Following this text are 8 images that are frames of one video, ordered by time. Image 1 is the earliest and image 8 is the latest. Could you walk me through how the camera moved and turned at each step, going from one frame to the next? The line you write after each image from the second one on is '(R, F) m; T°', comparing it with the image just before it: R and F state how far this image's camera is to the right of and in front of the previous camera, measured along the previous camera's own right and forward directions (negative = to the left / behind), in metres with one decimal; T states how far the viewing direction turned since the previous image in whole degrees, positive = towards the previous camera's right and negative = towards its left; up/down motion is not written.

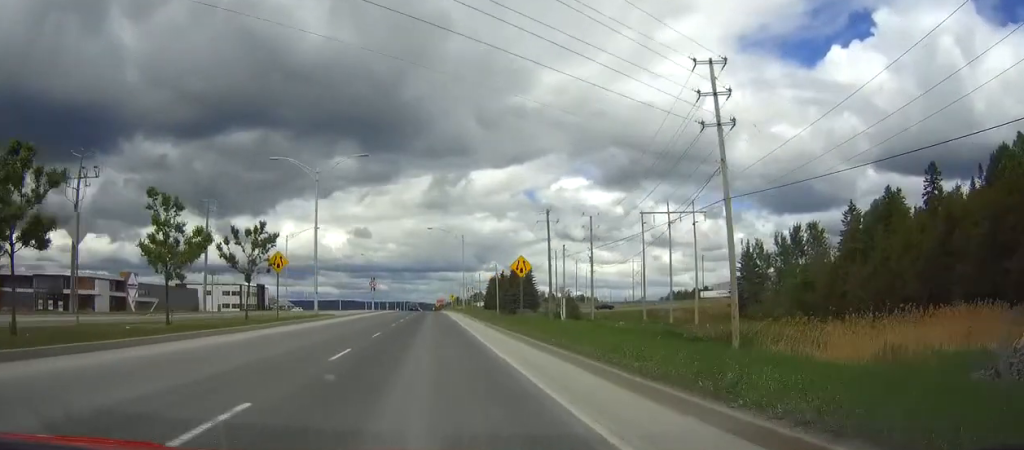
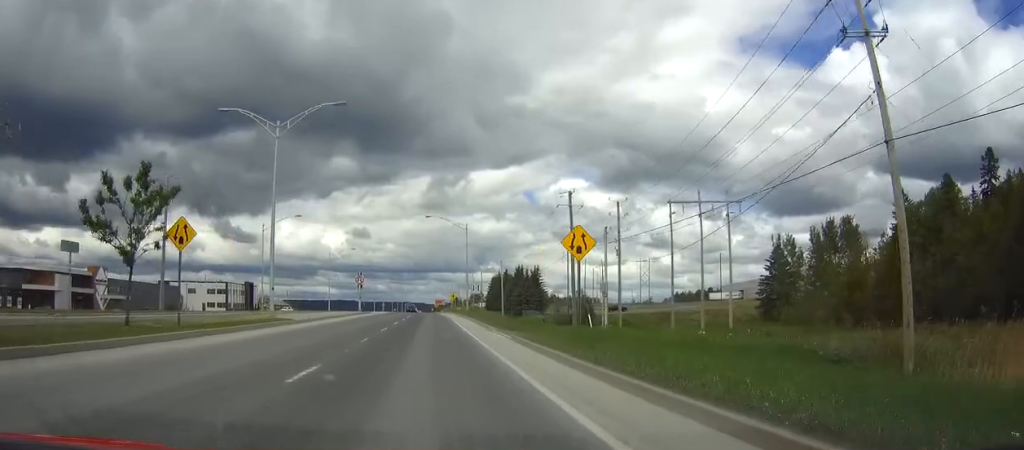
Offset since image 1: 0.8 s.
(0.0, +13.2) m; 0°
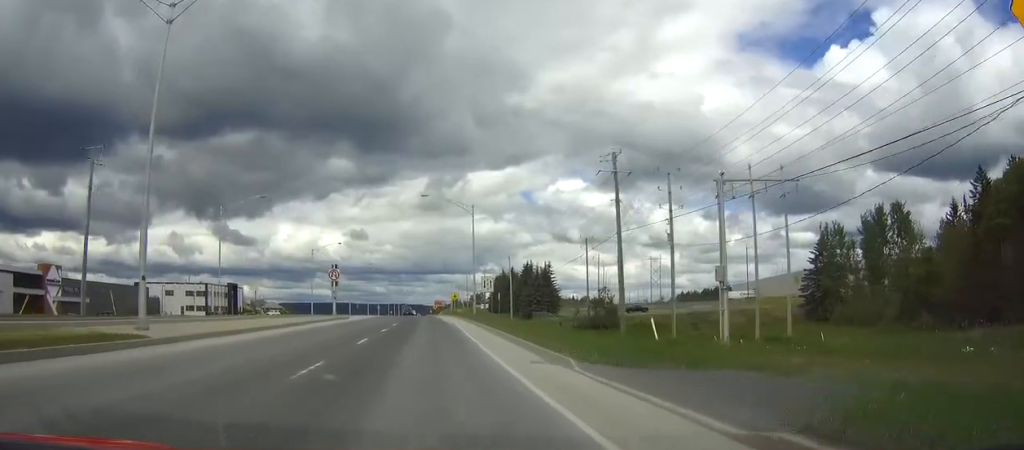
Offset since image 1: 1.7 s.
(0.0, +16.8) m; 0°
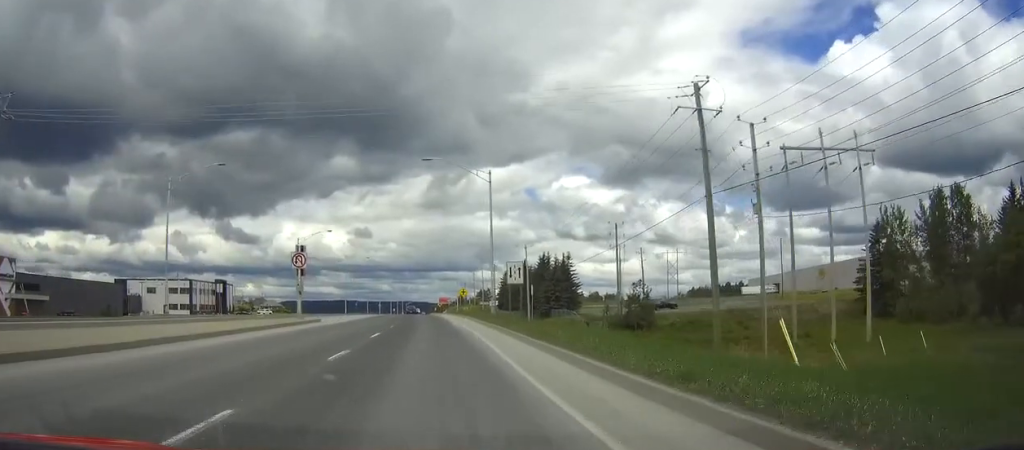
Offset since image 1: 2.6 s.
(0.0, +15.2) m; 0°
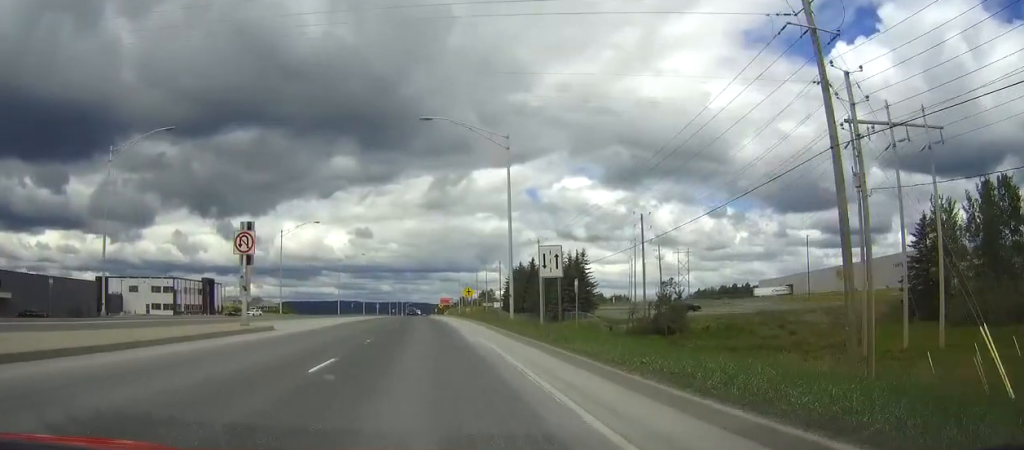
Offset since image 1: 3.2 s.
(0.0, +11.2) m; 0°
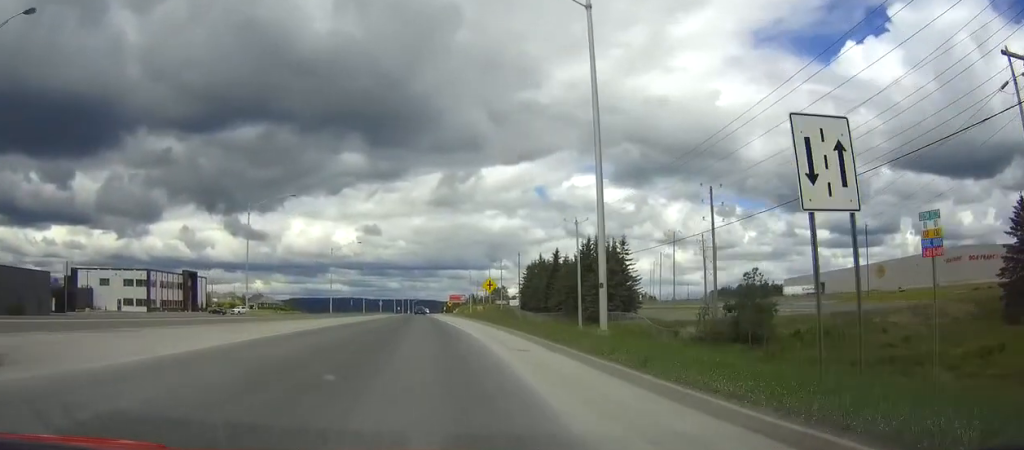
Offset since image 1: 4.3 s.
(-0.2, +18.9) m; -1°
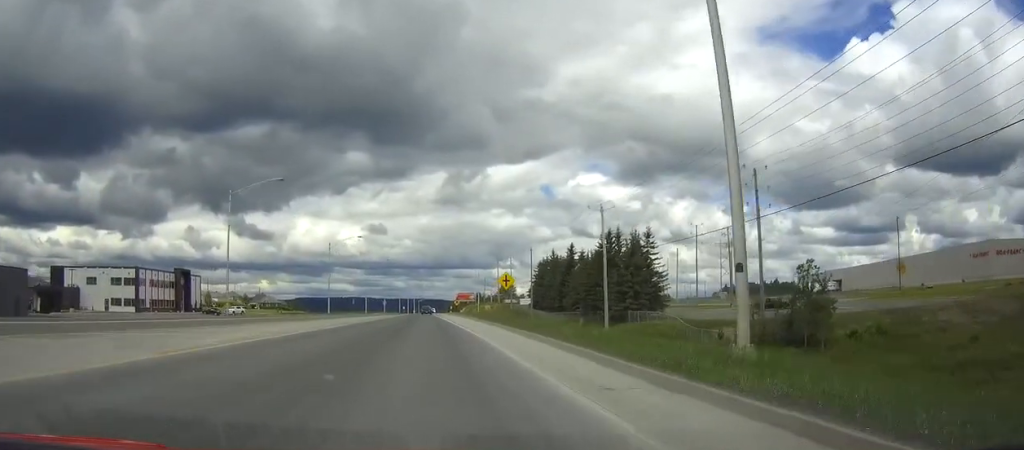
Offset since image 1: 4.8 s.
(-0.1, +8.3) m; 0°
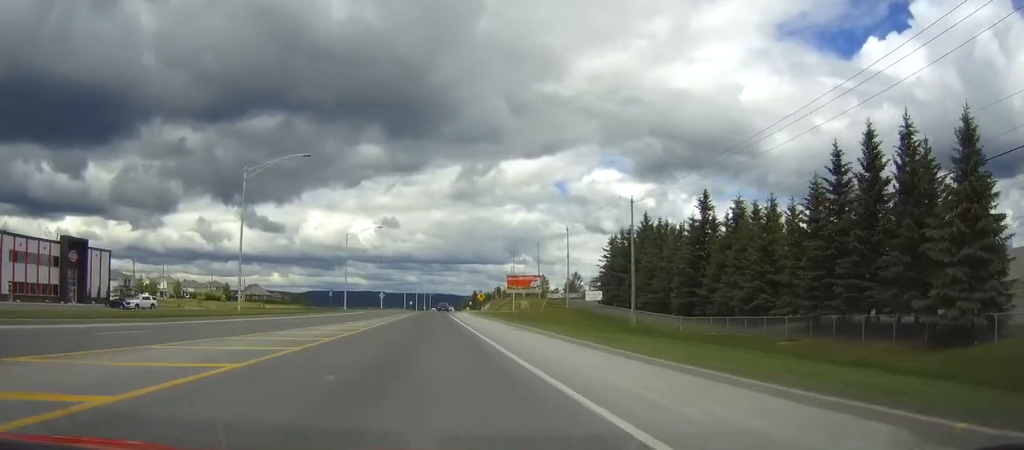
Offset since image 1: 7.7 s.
(-0.2, +52.8) m; 0°
